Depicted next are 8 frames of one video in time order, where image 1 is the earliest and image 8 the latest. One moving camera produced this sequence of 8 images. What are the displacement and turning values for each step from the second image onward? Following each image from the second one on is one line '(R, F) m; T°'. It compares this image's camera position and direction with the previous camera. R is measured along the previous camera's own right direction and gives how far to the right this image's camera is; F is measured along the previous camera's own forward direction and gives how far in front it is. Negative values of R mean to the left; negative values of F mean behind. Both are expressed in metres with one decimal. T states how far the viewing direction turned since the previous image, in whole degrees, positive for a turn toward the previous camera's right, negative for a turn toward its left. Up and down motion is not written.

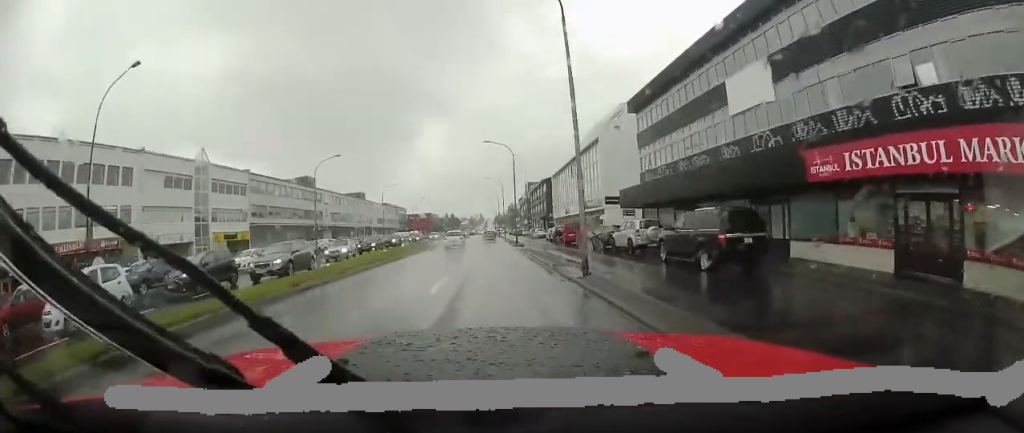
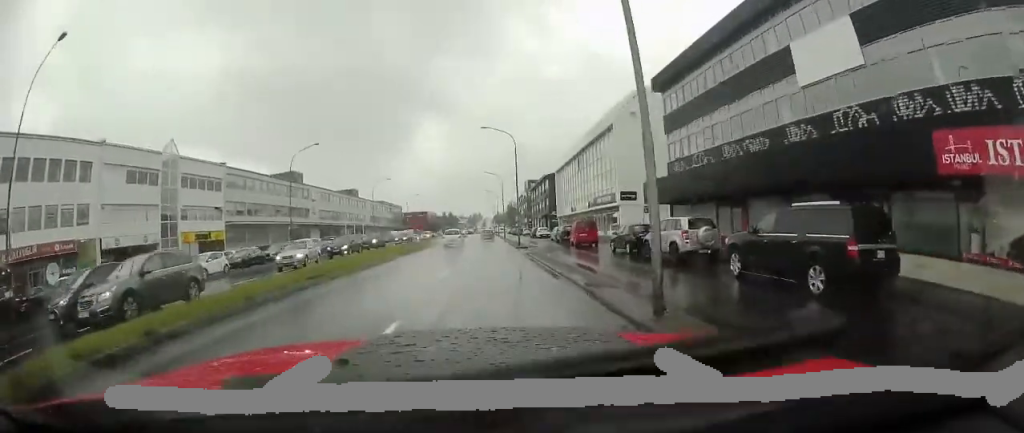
(+0.1, +5.4) m; 0°
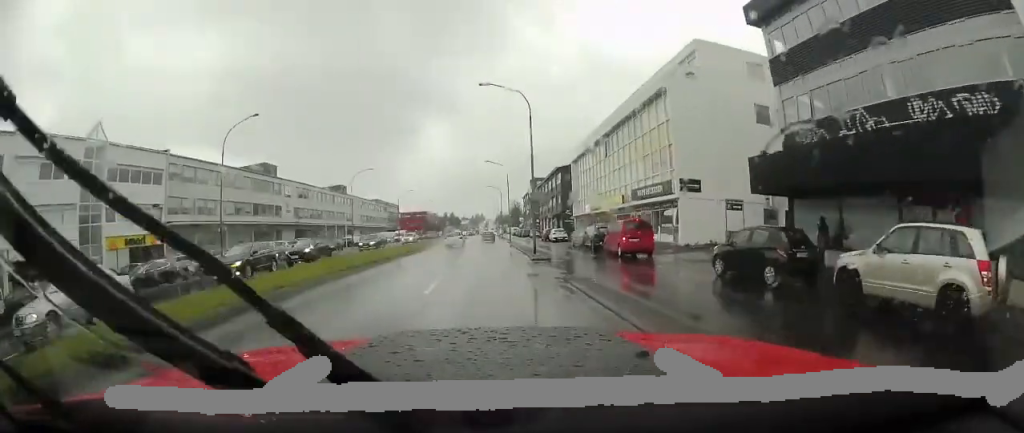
(-0.2, +11.3) m; -1°
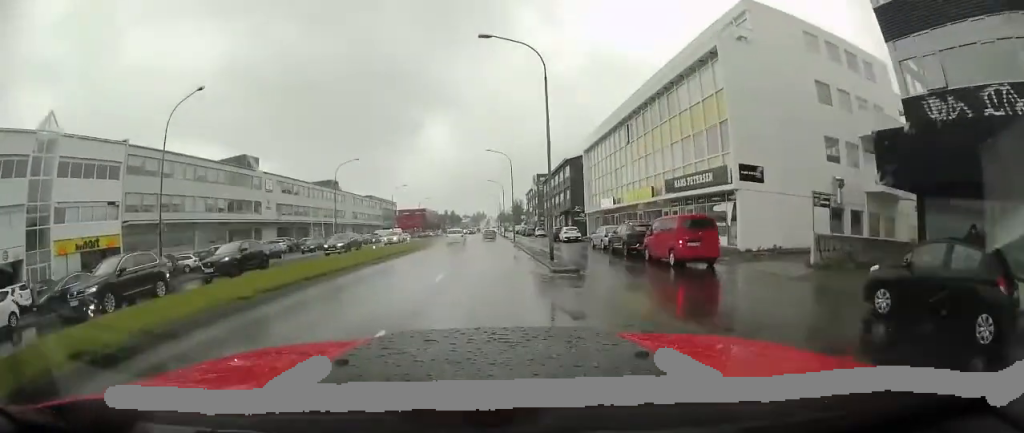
(-0.1, +6.3) m; -1°
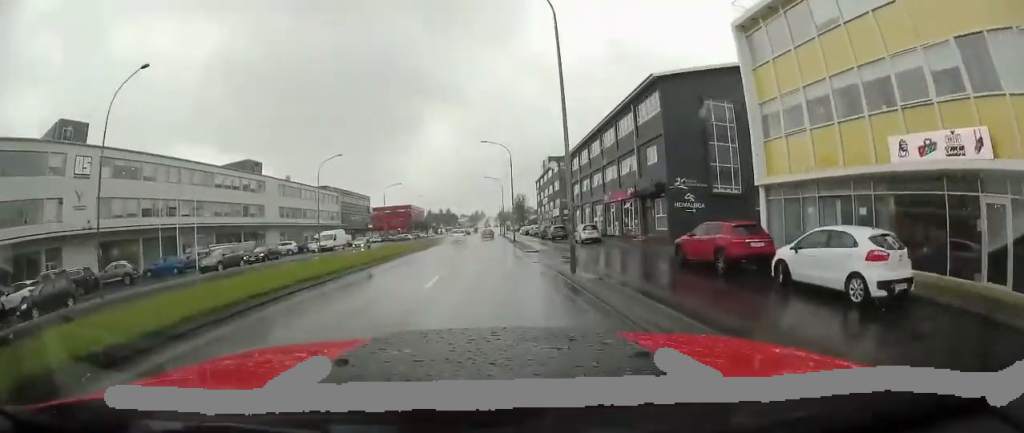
(-0.2, +32.8) m; +1°
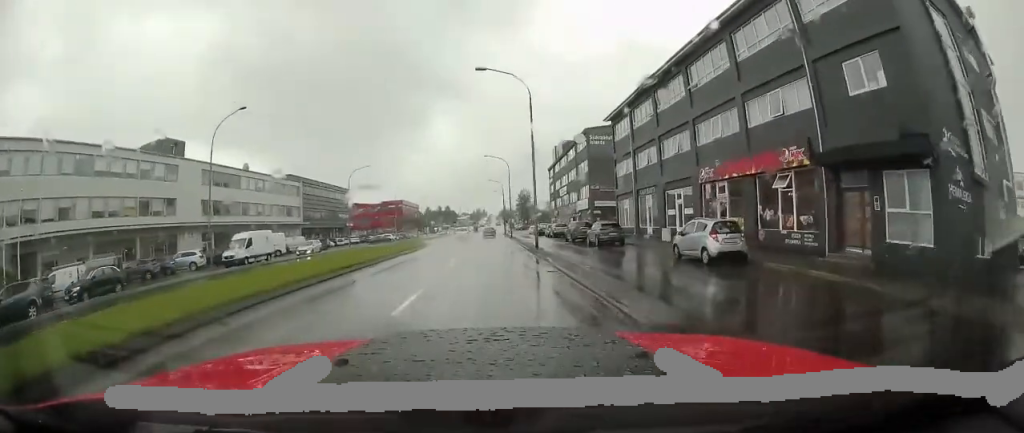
(+0.1, +18.7) m; +1°
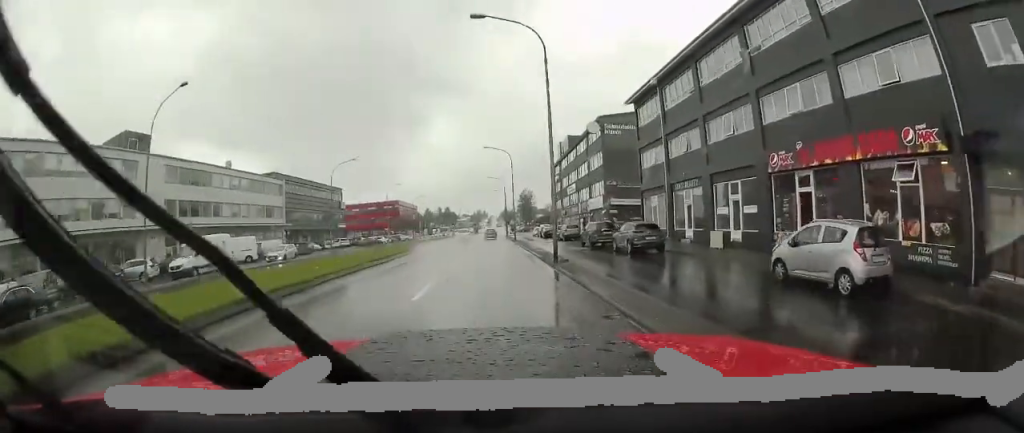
(+0.1, +6.2) m; 0°
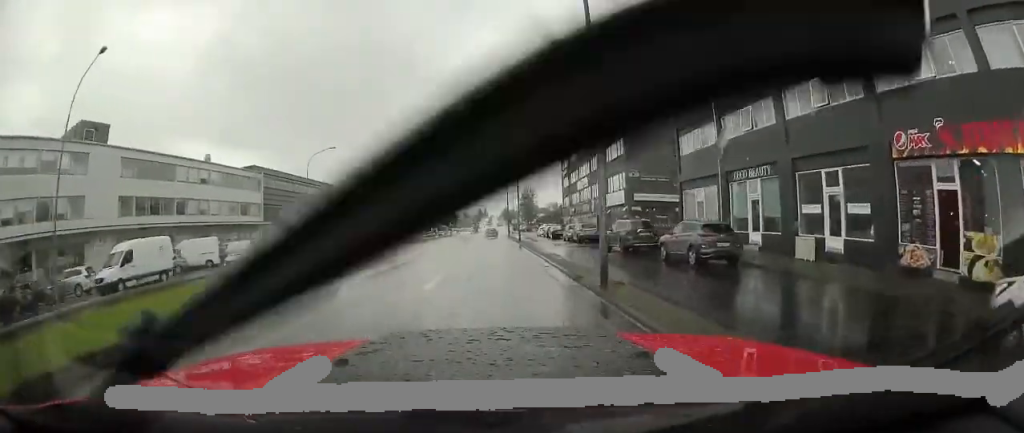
(0.0, +6.5) m; 0°
